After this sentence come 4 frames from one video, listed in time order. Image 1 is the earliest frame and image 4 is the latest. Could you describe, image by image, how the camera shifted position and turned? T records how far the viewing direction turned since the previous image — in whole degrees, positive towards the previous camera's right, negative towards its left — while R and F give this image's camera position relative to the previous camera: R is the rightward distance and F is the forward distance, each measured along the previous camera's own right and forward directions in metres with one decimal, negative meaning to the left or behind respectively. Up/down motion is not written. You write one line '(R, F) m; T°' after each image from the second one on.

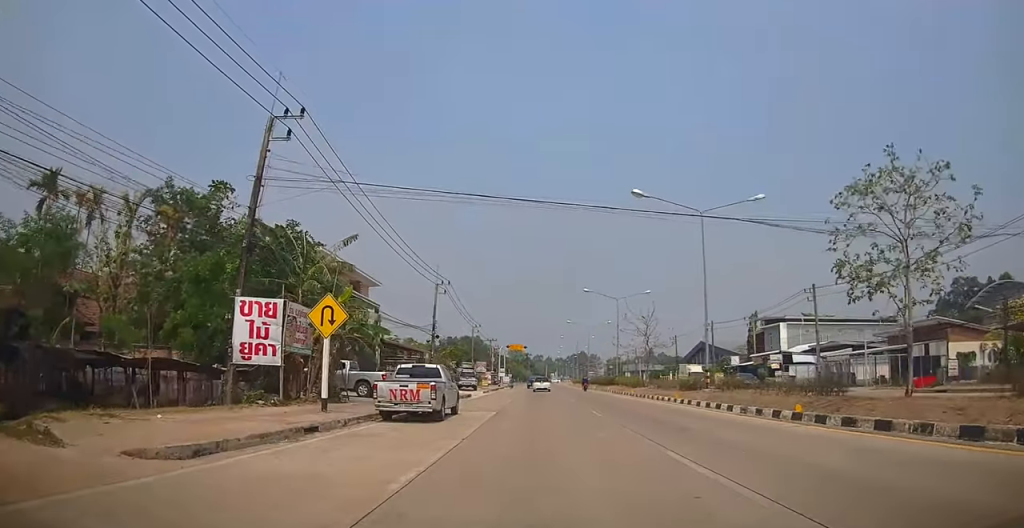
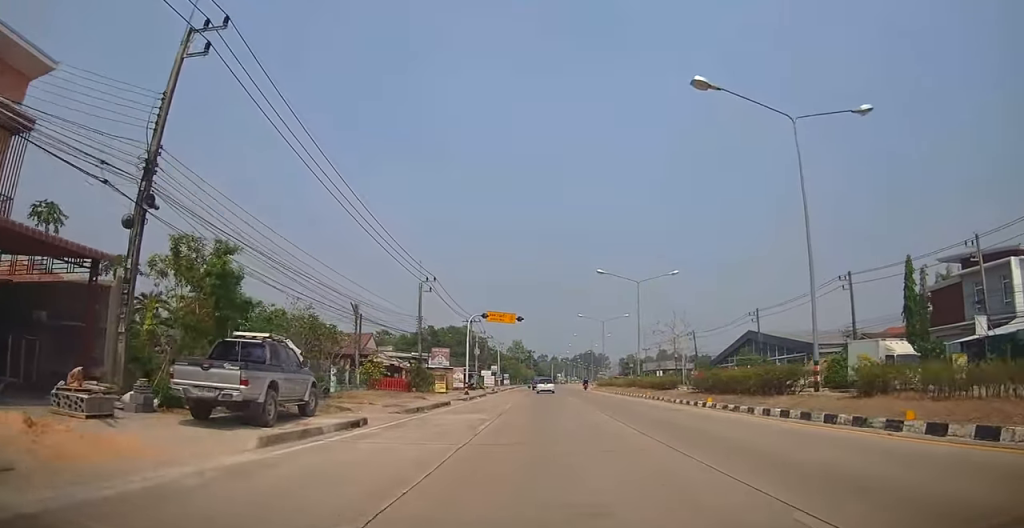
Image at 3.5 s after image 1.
(-0.9, +40.0) m; -2°
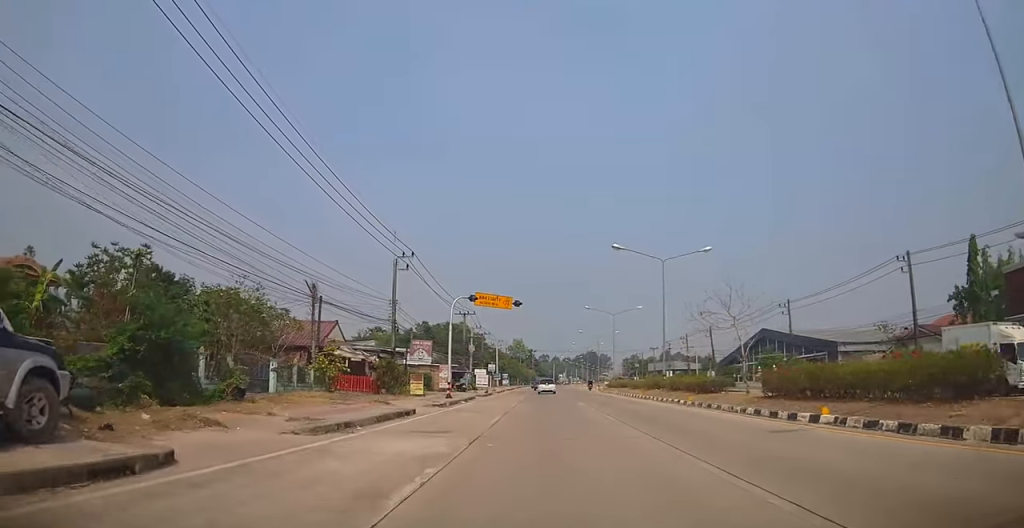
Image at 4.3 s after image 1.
(0.0, +8.9) m; 0°
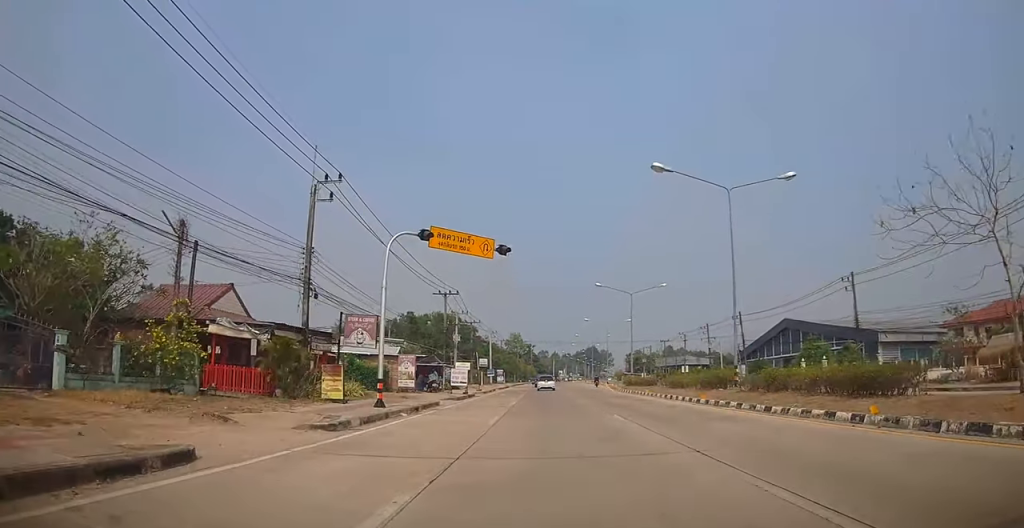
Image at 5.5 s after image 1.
(-0.1, +14.2) m; 0°
